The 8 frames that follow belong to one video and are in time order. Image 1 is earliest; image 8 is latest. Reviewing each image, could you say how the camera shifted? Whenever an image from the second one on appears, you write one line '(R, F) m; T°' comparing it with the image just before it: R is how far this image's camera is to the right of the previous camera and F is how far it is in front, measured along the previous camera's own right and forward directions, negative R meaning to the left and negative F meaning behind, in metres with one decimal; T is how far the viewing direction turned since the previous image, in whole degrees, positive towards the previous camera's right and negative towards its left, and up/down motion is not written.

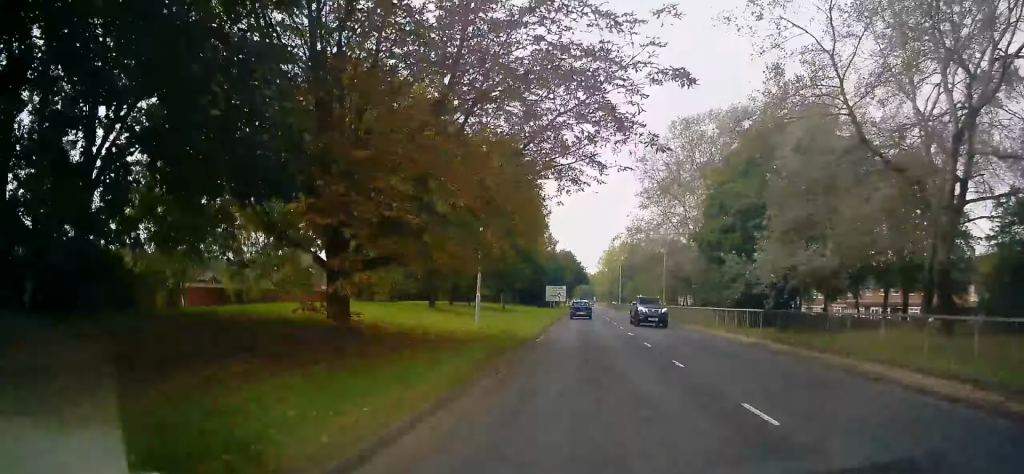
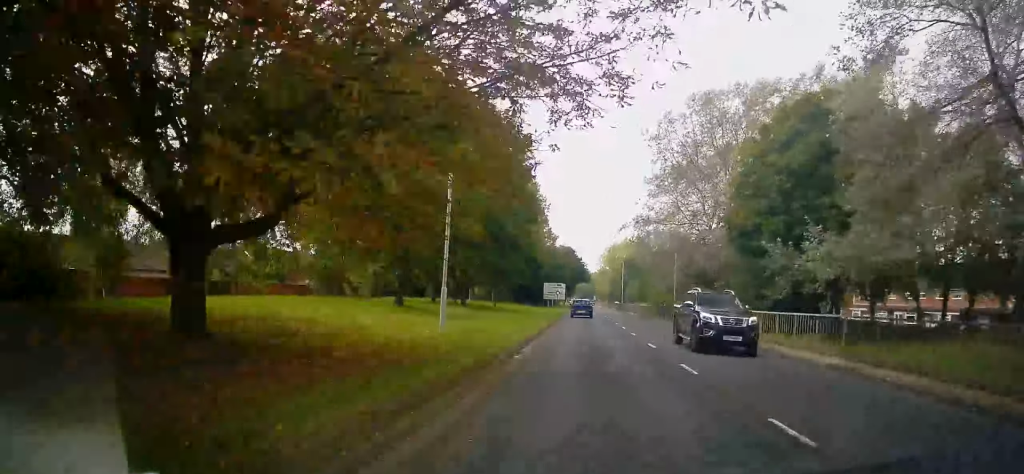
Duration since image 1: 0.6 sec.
(0.0, +6.9) m; -2°
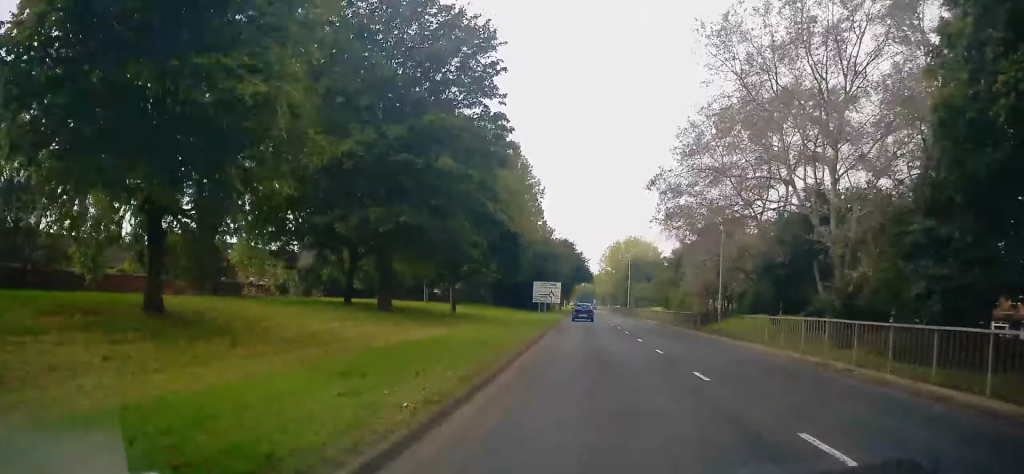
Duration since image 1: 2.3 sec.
(-0.5, +18.4) m; -1°
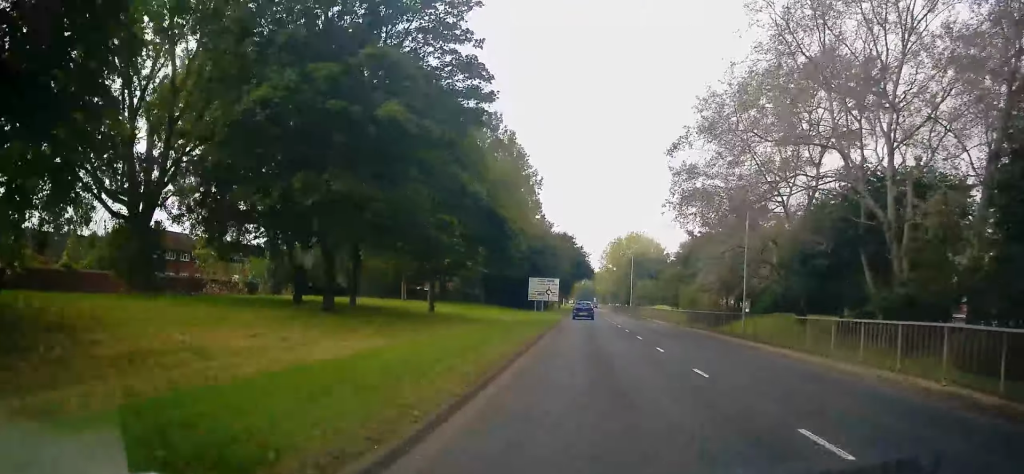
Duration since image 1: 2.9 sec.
(+0.3, +5.8) m; 0°
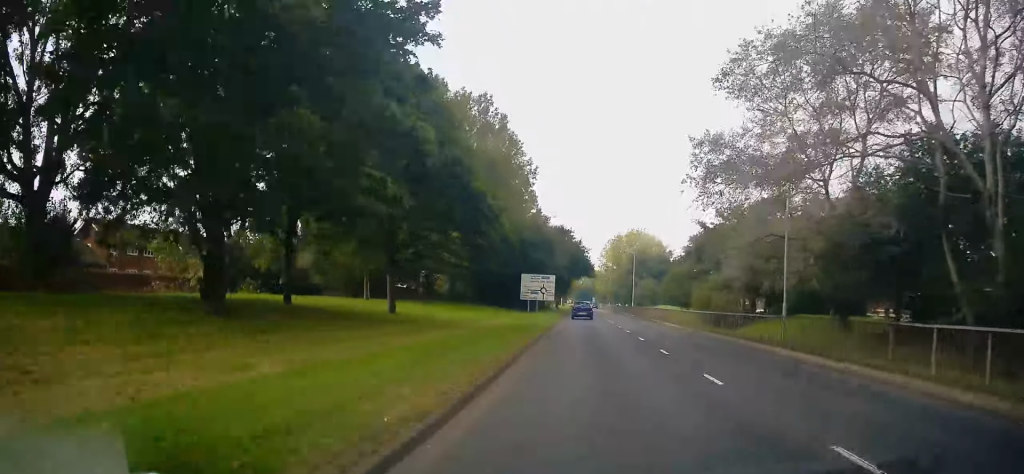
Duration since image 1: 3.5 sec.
(-0.2, +6.9) m; 0°
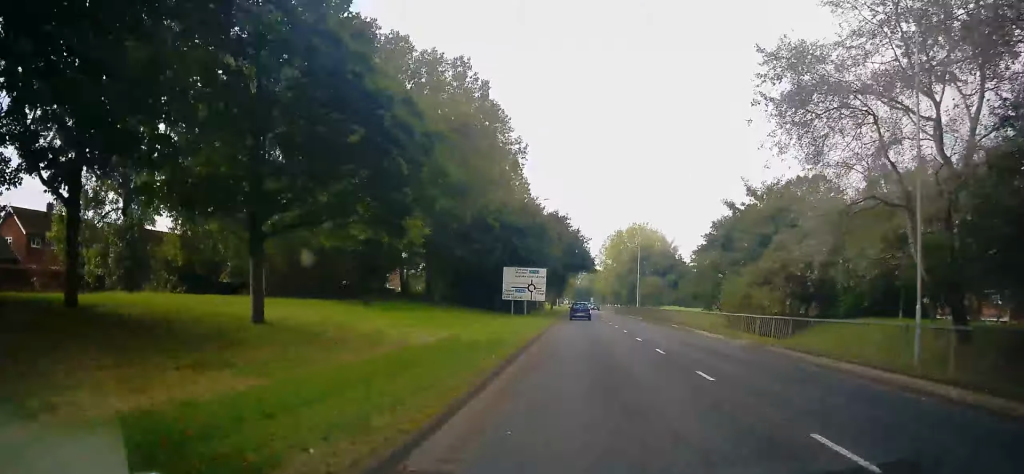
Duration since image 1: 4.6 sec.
(0.0, +11.4) m; +2°
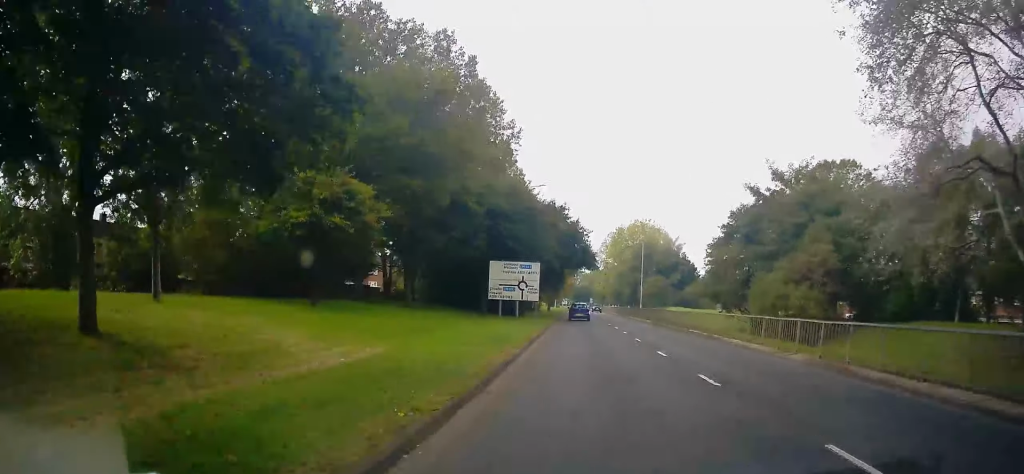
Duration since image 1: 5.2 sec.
(+0.1, +6.3) m; +1°
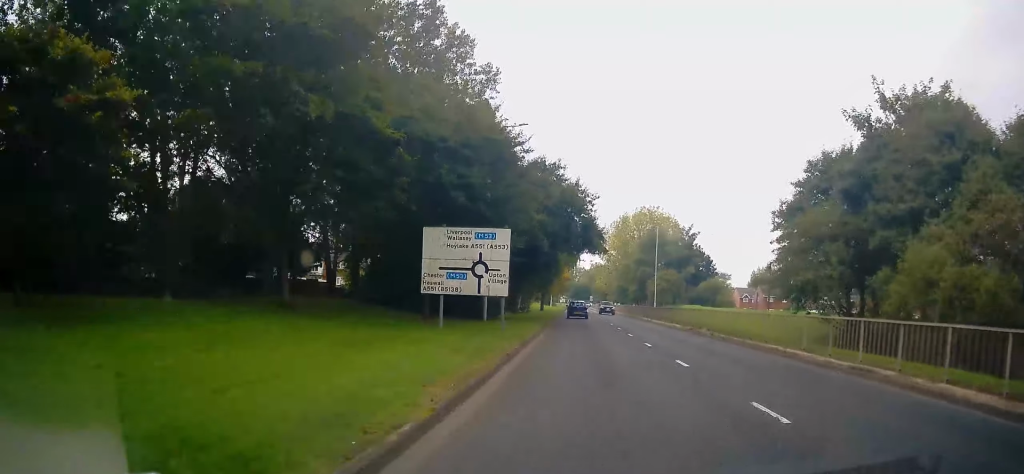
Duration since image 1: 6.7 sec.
(0.0, +15.6) m; -2°
